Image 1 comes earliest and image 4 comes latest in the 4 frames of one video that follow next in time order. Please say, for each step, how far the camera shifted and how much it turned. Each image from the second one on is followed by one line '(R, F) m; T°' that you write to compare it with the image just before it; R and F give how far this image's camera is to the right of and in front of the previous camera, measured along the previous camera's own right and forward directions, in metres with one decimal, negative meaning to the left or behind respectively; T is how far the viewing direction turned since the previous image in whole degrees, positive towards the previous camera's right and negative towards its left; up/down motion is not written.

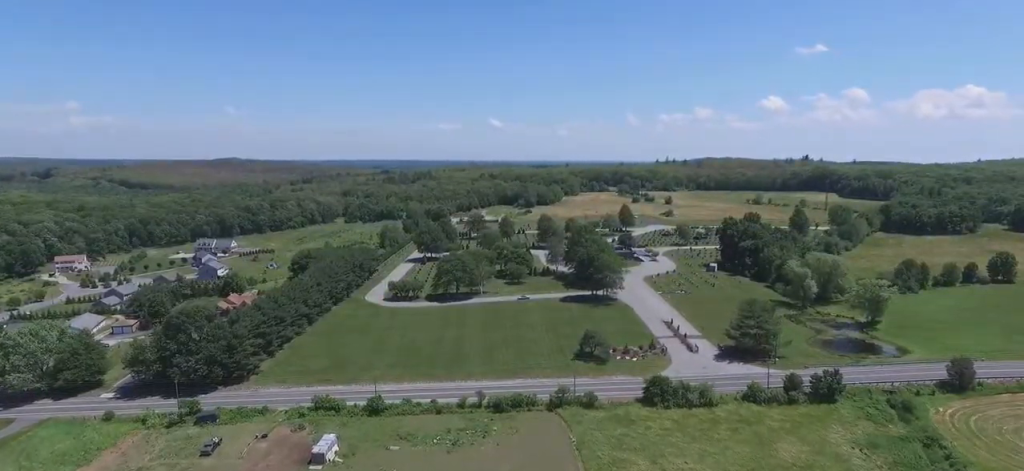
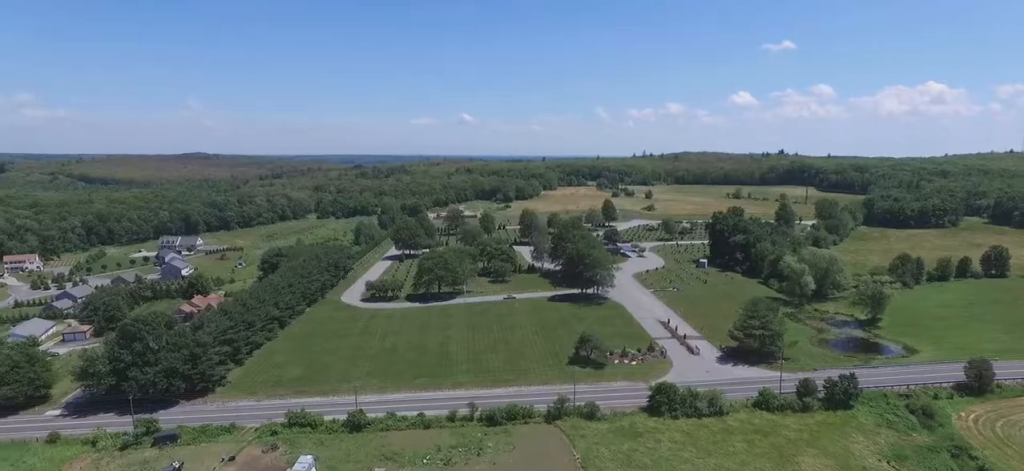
(+0.1, +13.2) m; 0°
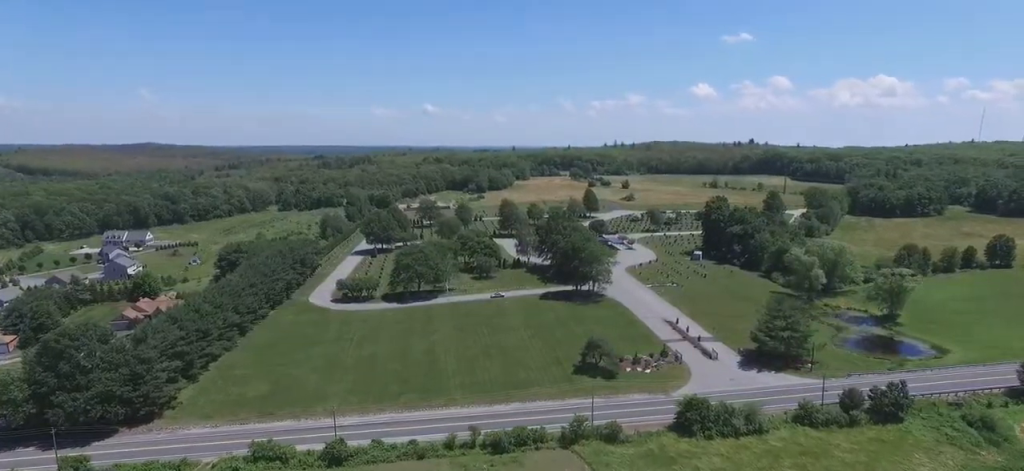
(-0.1, +21.3) m; 0°
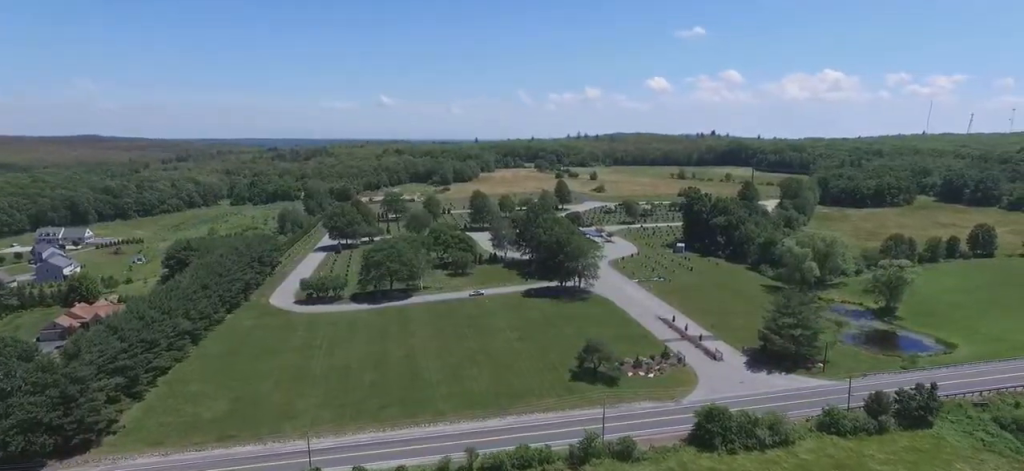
(0.0, +14.7) m; 0°
